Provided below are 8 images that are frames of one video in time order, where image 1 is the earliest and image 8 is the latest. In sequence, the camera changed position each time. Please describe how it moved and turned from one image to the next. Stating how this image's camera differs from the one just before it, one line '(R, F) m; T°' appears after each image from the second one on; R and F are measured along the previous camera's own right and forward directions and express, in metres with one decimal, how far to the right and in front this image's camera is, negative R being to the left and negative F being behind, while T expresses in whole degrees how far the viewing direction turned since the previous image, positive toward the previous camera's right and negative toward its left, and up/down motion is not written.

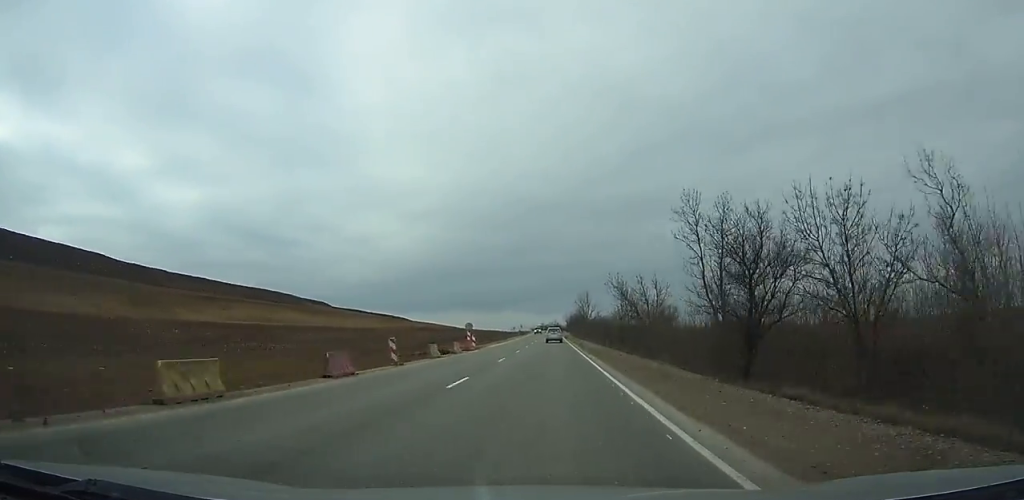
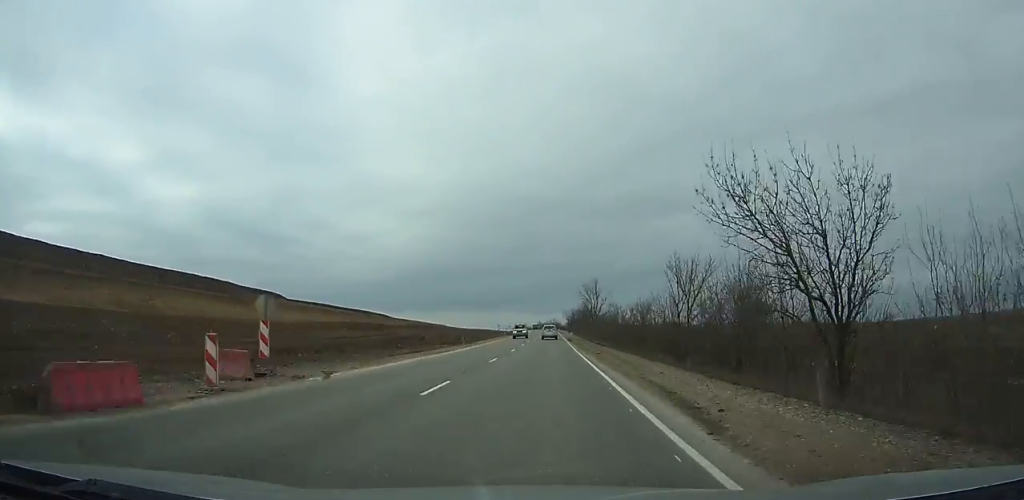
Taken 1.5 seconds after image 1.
(+0.1, +38.1) m; 0°
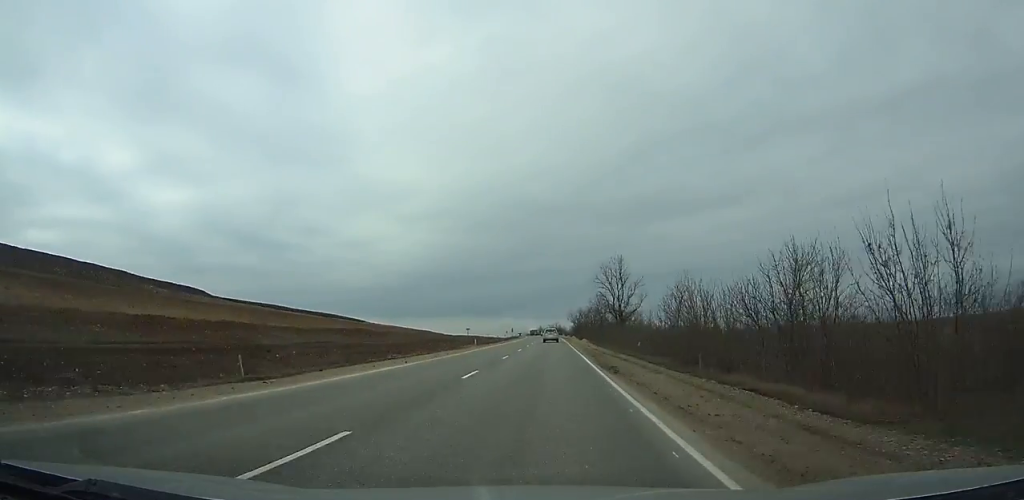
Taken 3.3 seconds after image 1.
(0.0, +43.4) m; 0°
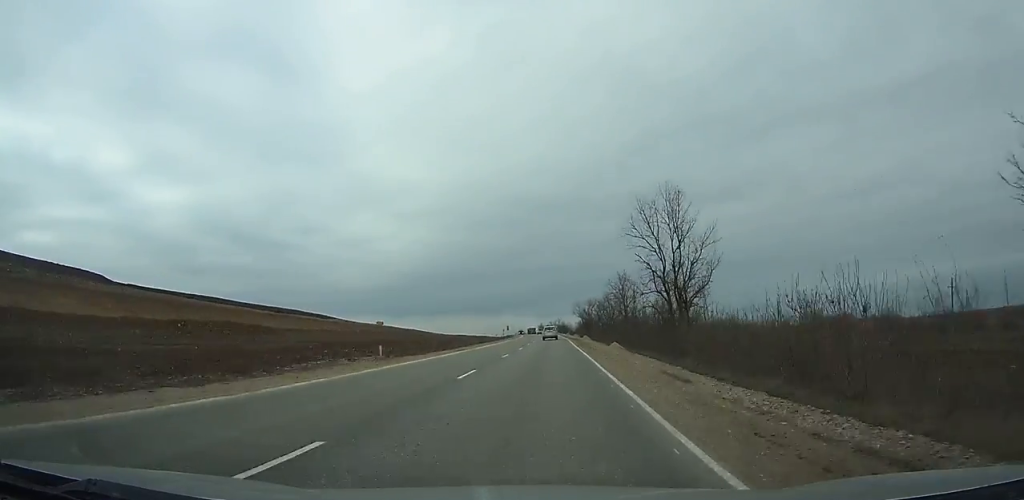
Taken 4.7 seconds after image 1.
(-0.1, +36.9) m; 0°
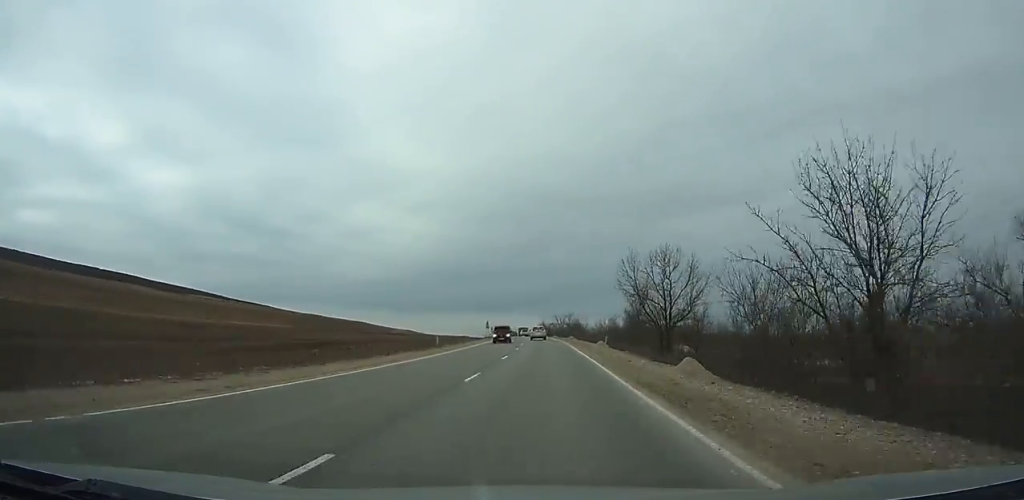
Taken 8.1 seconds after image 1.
(-1.0, +82.9) m; -2°
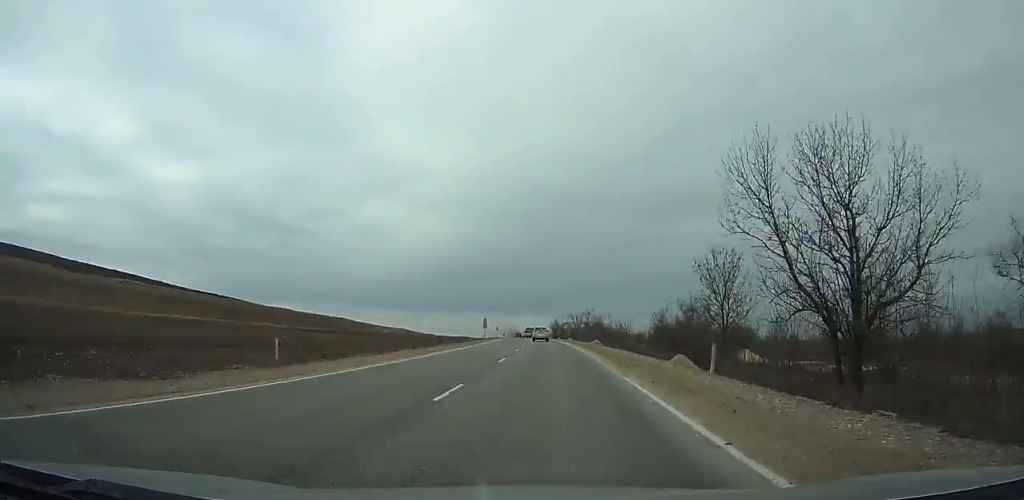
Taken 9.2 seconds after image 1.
(-0.2, +27.1) m; -1°
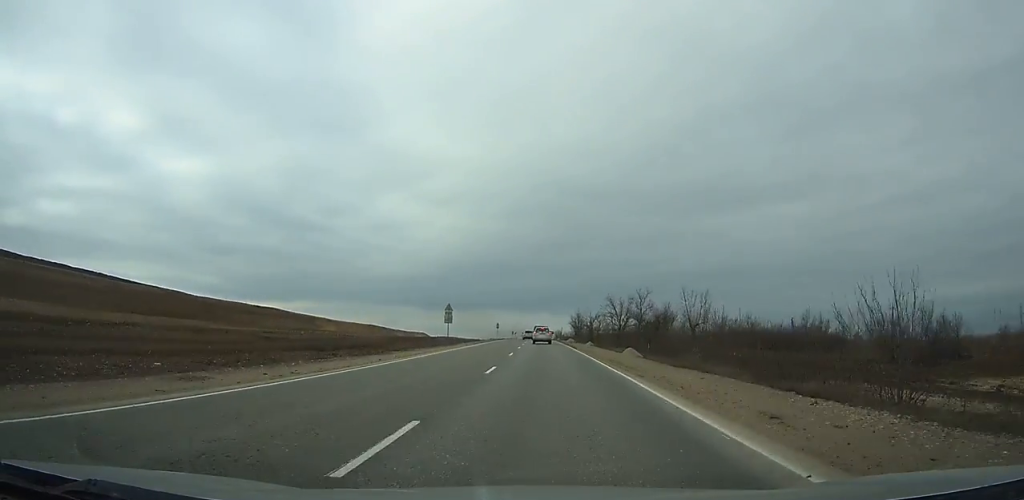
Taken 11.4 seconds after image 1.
(-0.9, +49.2) m; -2°
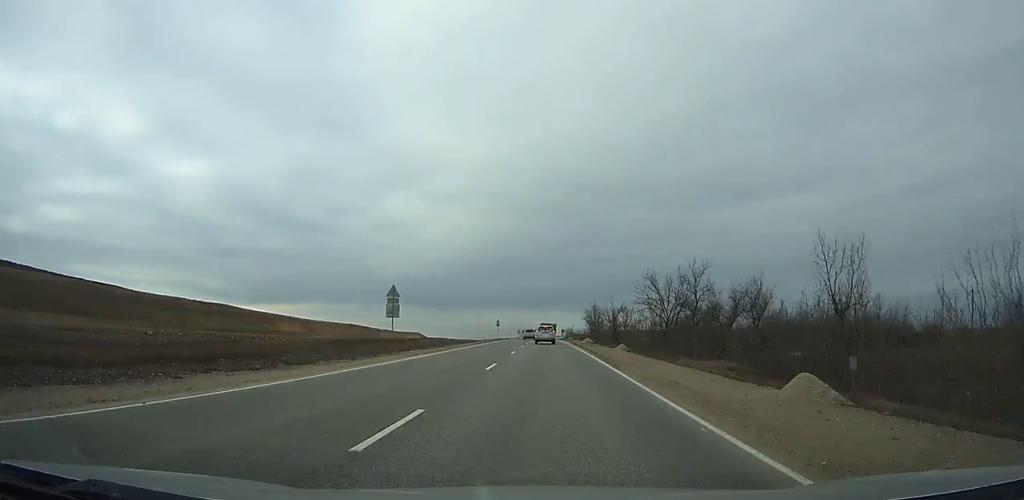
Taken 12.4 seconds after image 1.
(-0.2, +19.8) m; -1°
